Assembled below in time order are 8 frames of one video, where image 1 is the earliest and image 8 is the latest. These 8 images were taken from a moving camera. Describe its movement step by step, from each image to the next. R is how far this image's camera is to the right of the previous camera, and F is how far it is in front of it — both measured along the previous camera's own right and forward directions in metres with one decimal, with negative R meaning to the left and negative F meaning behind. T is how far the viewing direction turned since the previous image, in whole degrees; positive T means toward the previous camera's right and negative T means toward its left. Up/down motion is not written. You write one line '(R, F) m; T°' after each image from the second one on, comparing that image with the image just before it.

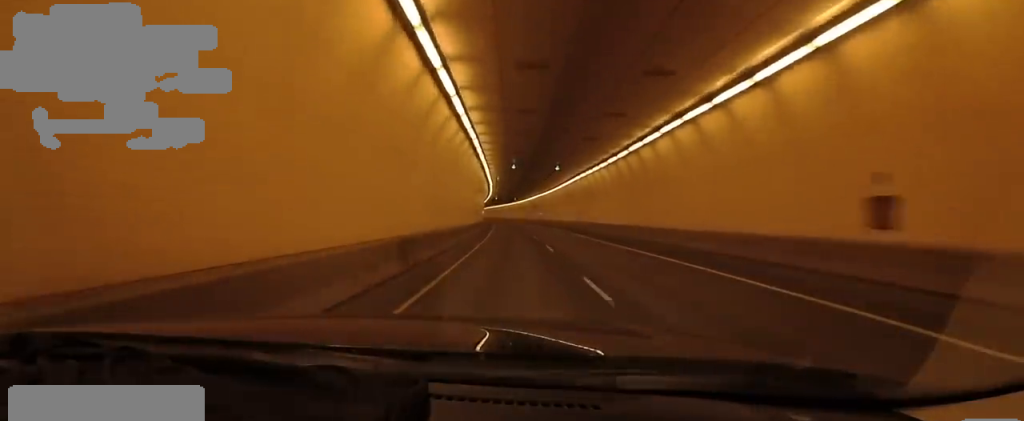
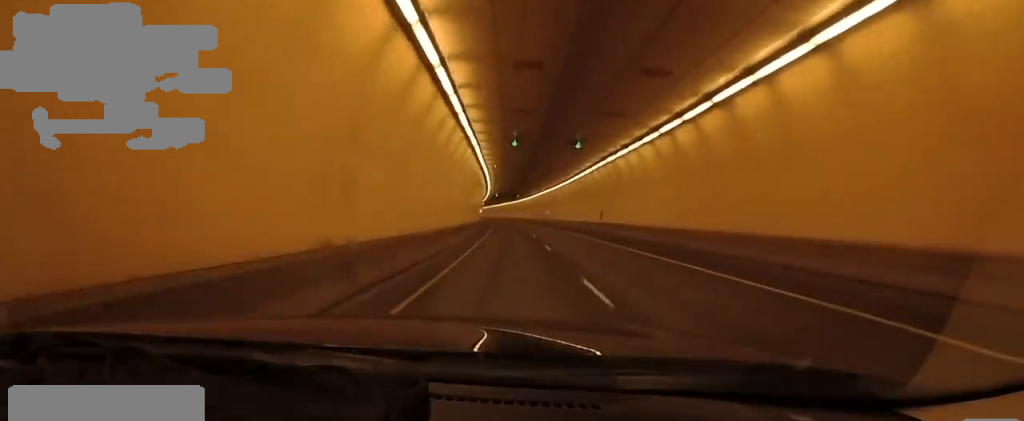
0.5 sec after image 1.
(-0.2, +12.6) m; +1°
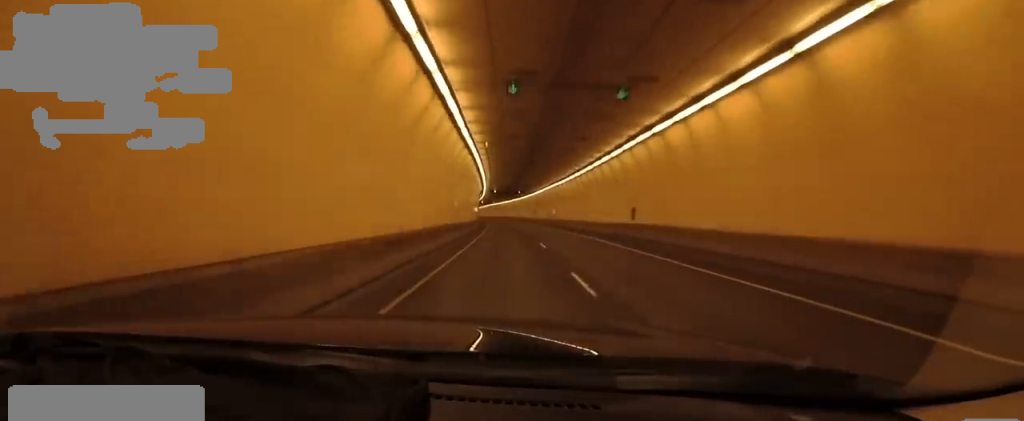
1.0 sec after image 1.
(+0.7, +11.8) m; +2°
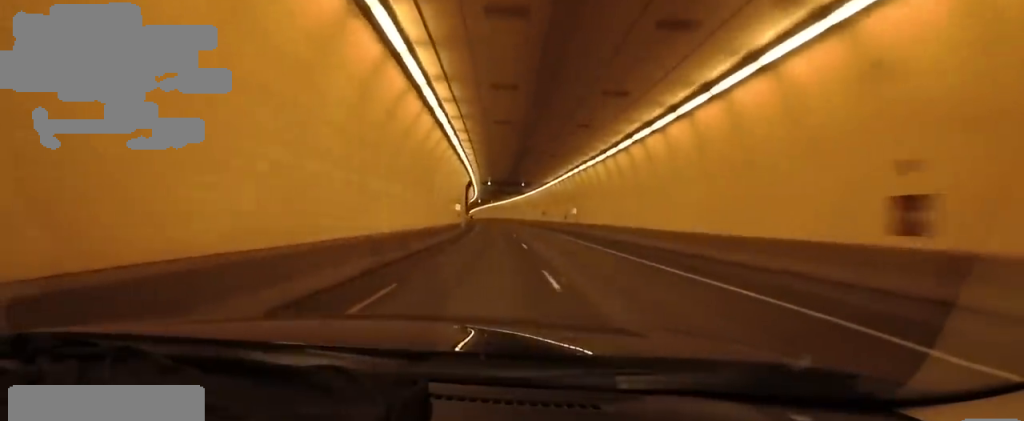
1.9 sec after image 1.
(+0.6, +23.8) m; +1°
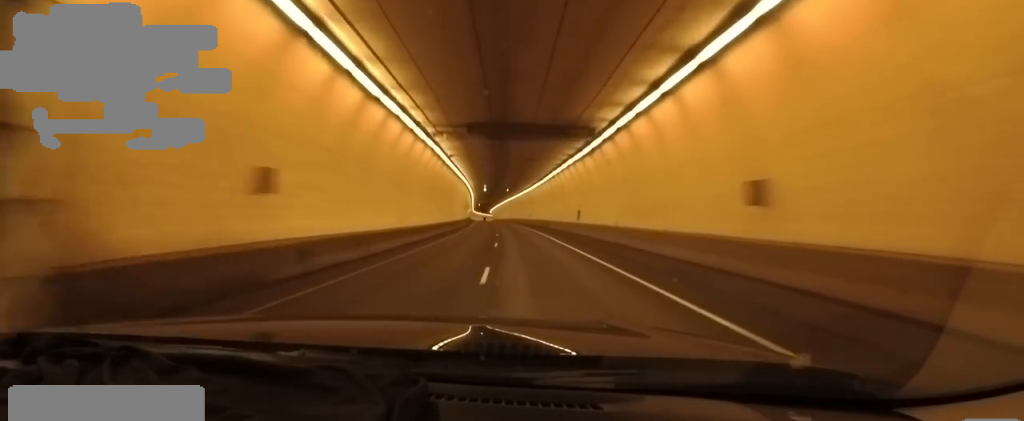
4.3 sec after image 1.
(-0.1, +62.4) m; -3°
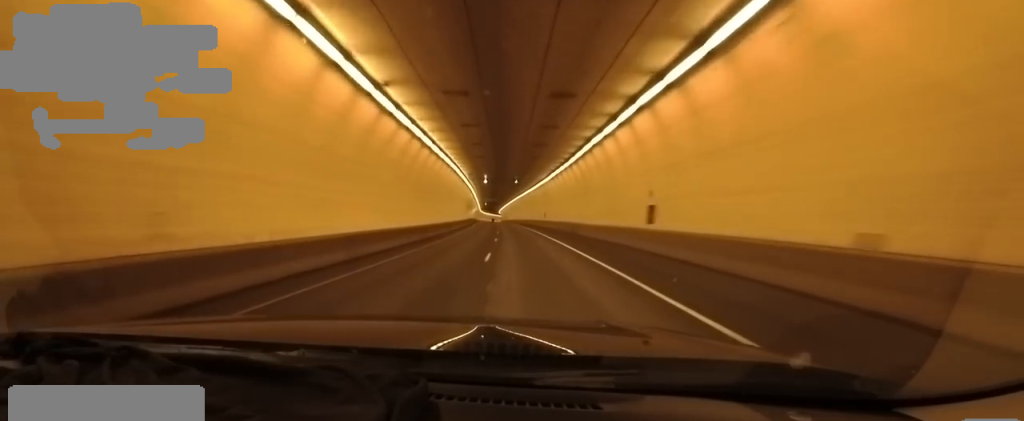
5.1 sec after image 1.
(-1.0, +19.7) m; 0°
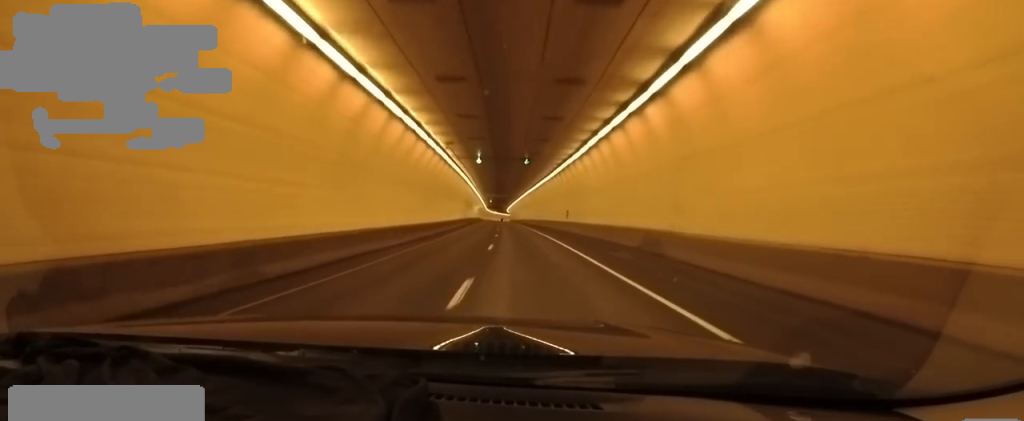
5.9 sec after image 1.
(+0.5, +20.3) m; +1°
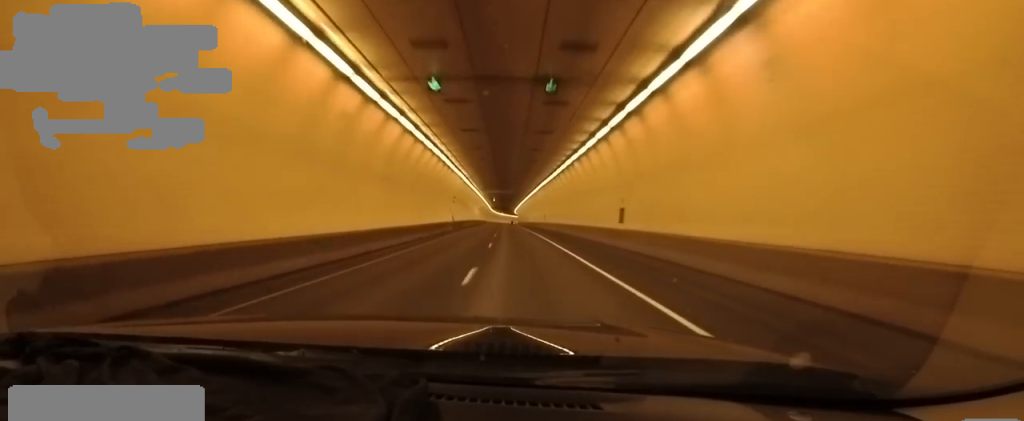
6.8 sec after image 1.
(+0.3, +21.8) m; +1°
